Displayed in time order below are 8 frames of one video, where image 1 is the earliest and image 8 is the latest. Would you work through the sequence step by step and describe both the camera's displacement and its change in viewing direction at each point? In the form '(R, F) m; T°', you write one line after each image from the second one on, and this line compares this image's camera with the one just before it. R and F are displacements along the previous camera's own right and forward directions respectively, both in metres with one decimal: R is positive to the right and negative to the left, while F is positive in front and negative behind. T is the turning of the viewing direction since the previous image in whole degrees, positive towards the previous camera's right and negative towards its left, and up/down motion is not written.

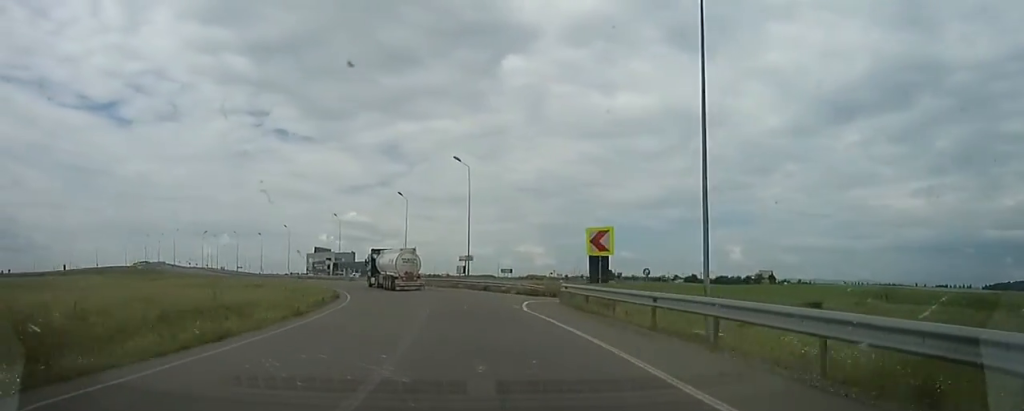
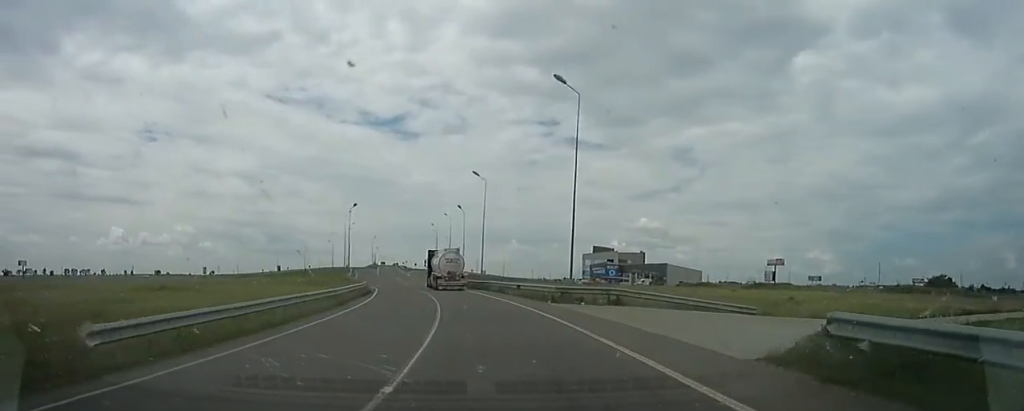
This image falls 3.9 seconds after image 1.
(-17.2, +61.0) m; -29°
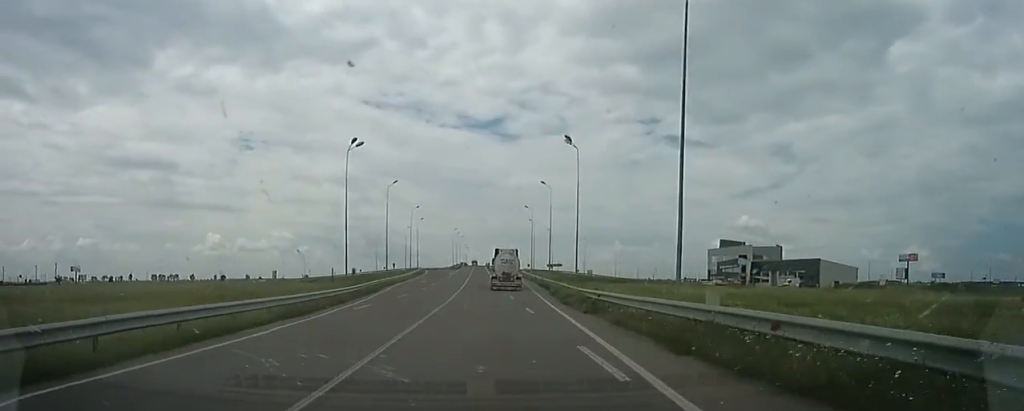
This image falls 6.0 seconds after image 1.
(-3.6, +36.9) m; -8°
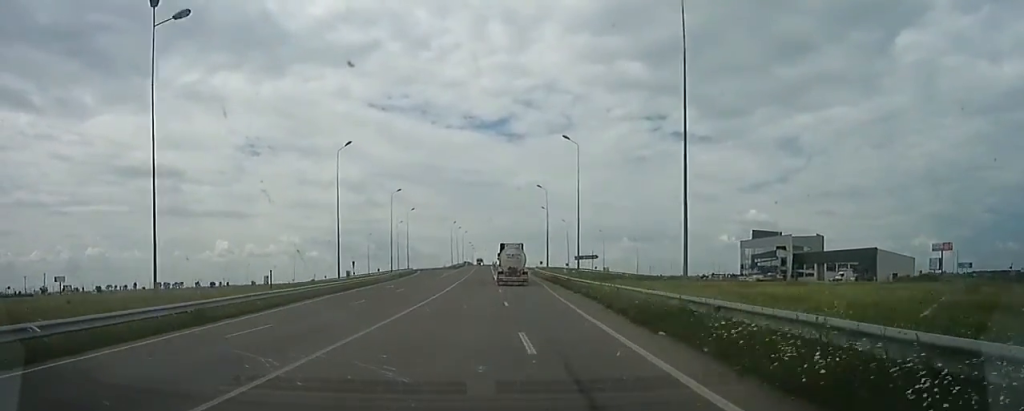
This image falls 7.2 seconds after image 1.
(-0.4, +21.0) m; -2°
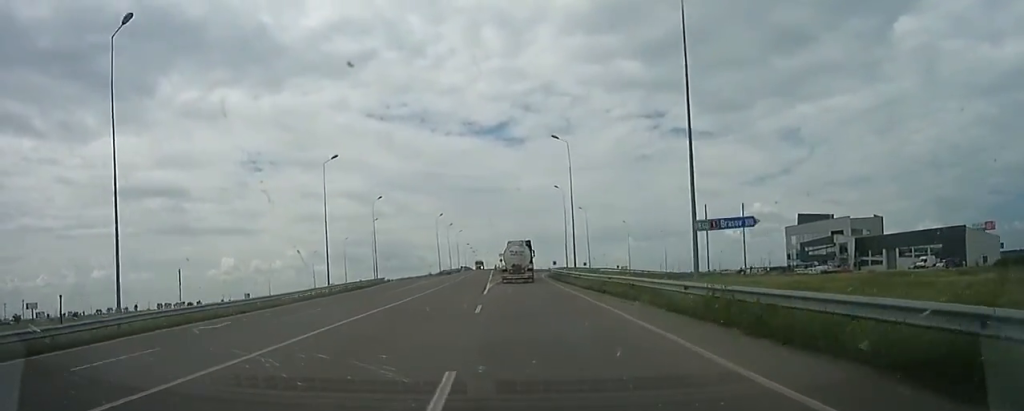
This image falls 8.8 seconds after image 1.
(-0.5, +27.5) m; -1°
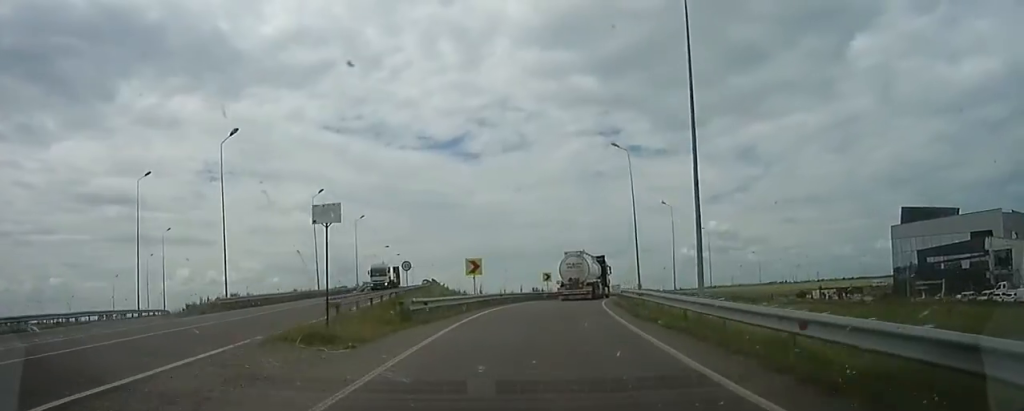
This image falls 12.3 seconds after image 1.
(+2.7, +61.6) m; +9°
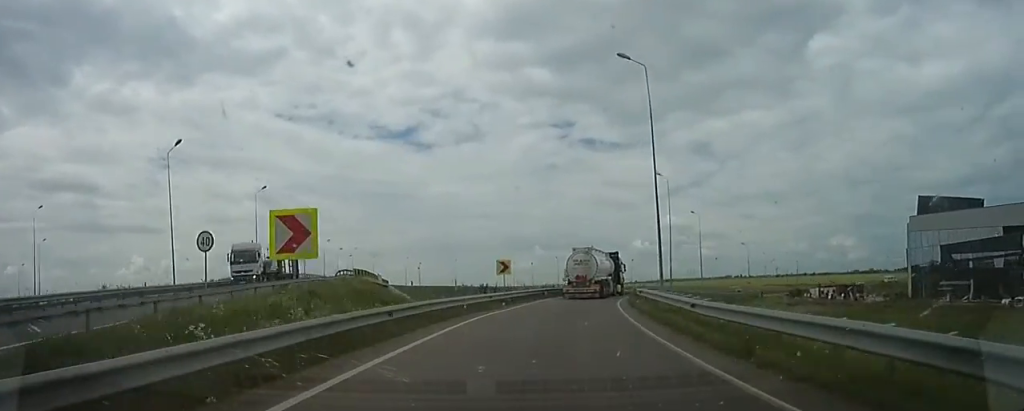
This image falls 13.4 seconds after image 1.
(+0.8, +17.5) m; +6°
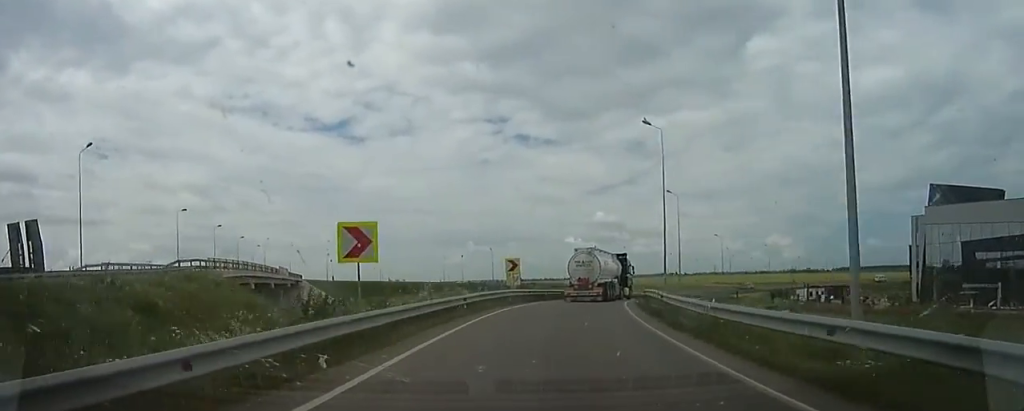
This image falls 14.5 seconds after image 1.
(+0.1, +18.5) m; +8°
